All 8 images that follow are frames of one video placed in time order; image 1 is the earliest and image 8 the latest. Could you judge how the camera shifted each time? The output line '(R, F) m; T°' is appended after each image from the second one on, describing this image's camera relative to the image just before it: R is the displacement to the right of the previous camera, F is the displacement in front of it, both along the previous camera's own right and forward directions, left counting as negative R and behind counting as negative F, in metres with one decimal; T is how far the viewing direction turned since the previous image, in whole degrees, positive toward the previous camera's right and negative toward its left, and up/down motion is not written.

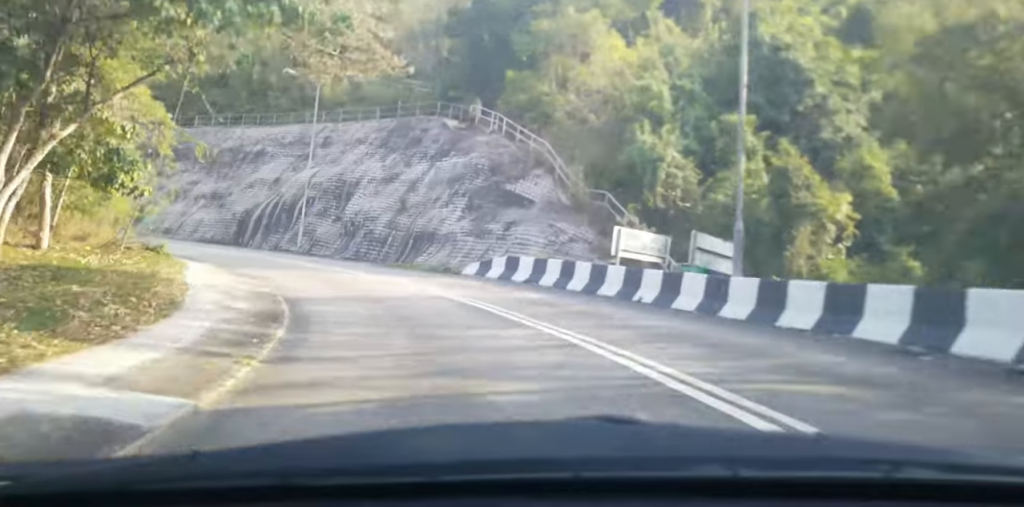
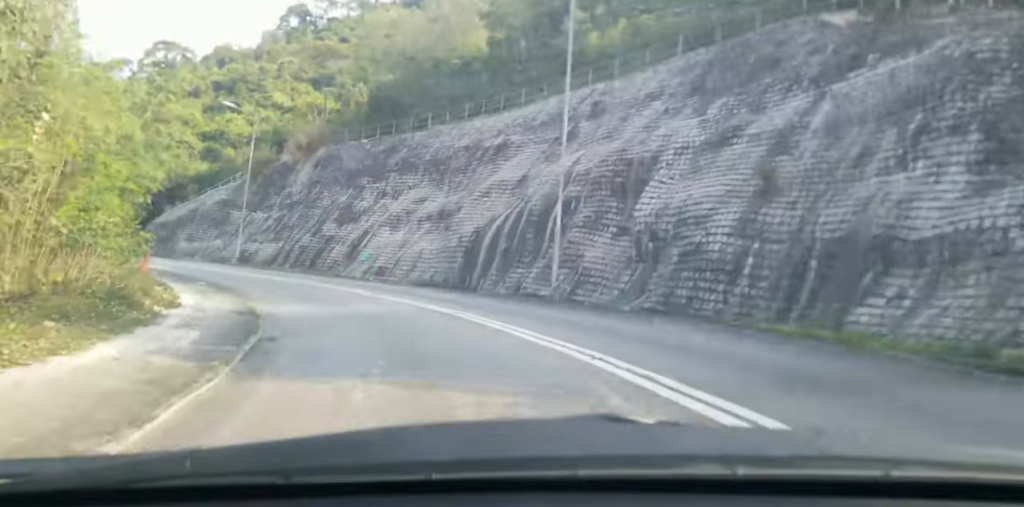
(-4.3, +23.0) m; -18°
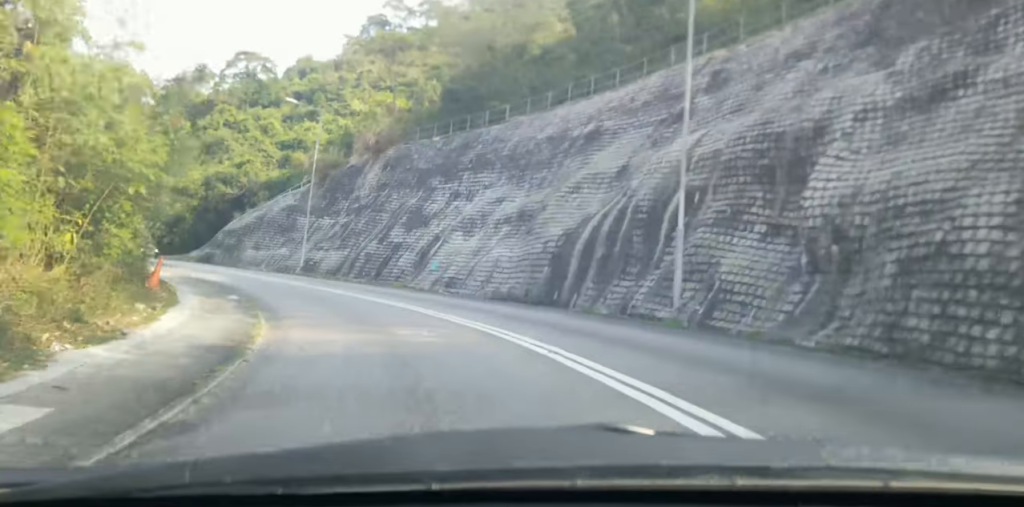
(-0.2, +6.6) m; -4°
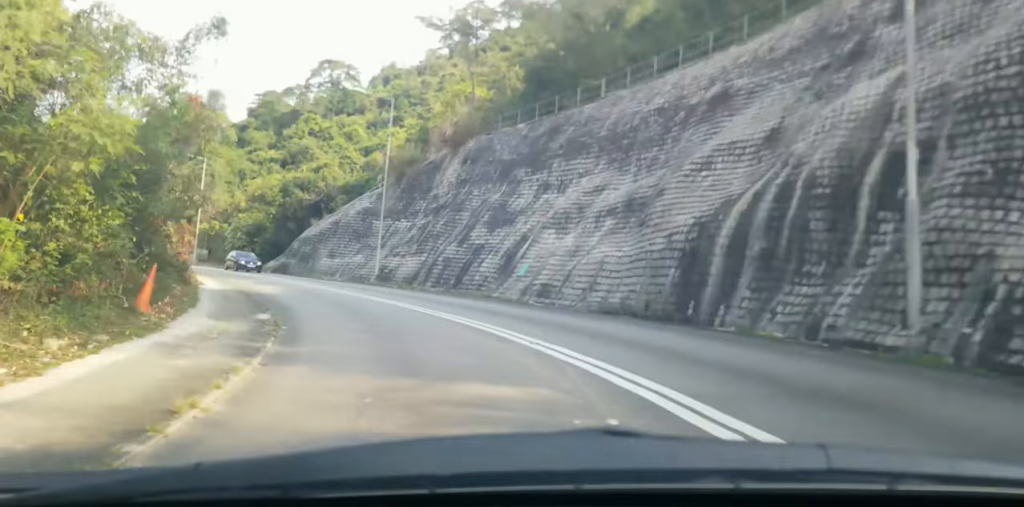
(-0.1, +6.2) m; -3°
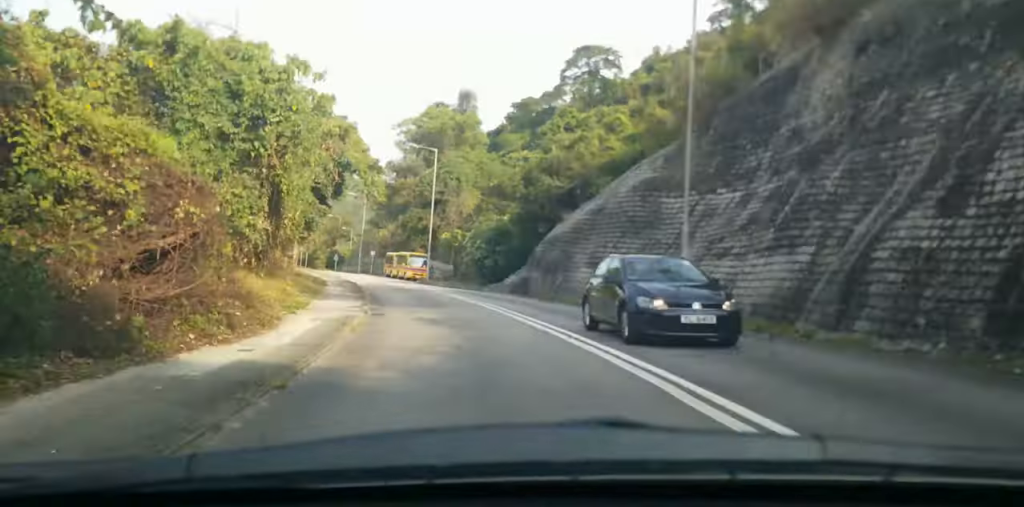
(-2.2, +23.3) m; -13°
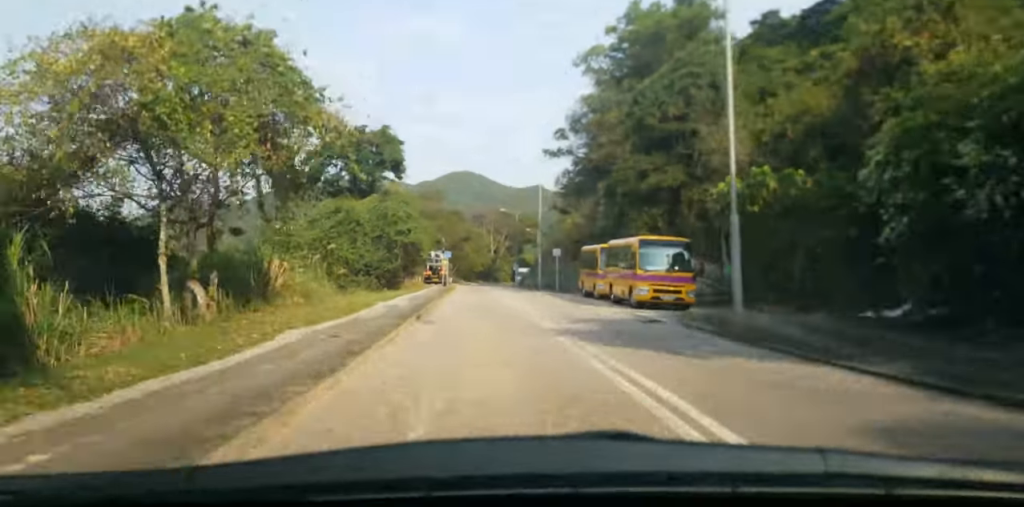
(-16.8, +42.3) m; -41°
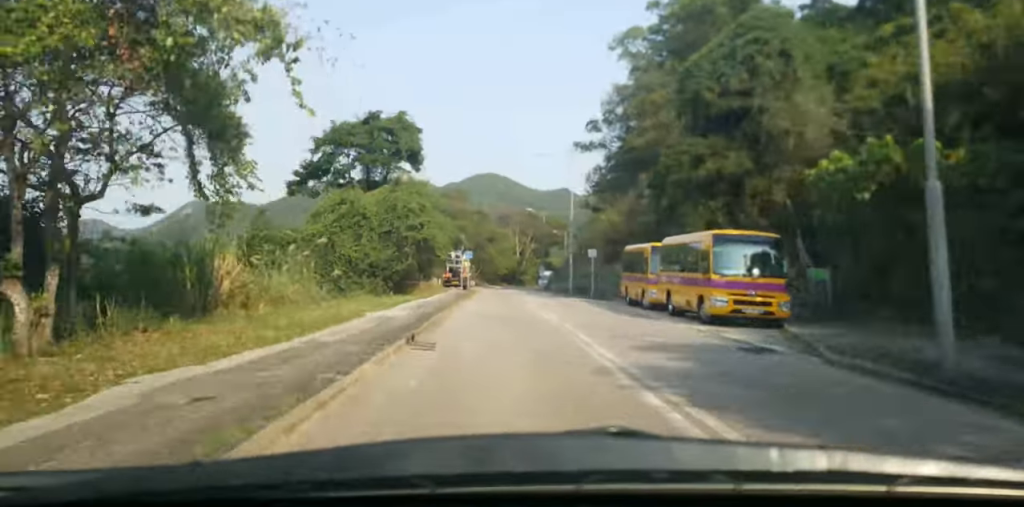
(-0.1, +7.8) m; -4°
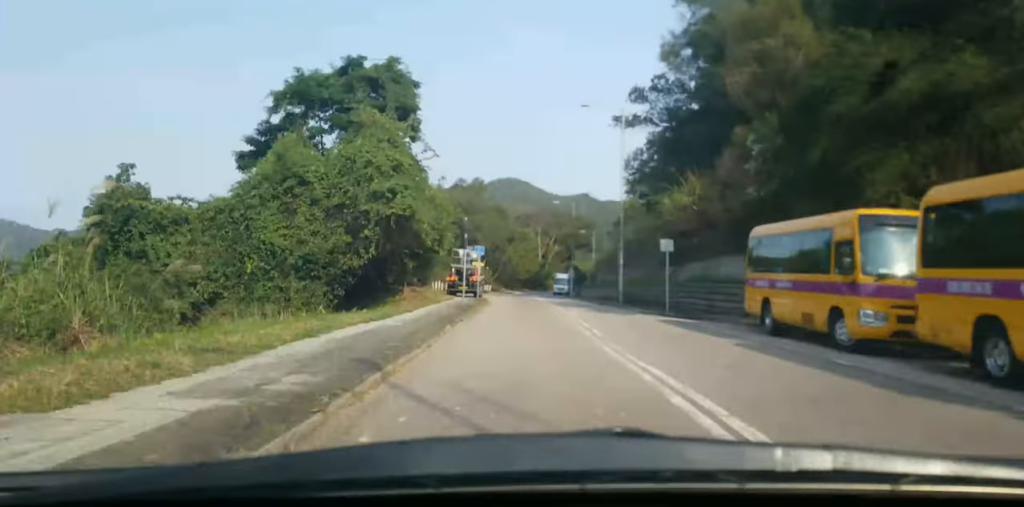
(-1.2, +17.4) m; -2°
